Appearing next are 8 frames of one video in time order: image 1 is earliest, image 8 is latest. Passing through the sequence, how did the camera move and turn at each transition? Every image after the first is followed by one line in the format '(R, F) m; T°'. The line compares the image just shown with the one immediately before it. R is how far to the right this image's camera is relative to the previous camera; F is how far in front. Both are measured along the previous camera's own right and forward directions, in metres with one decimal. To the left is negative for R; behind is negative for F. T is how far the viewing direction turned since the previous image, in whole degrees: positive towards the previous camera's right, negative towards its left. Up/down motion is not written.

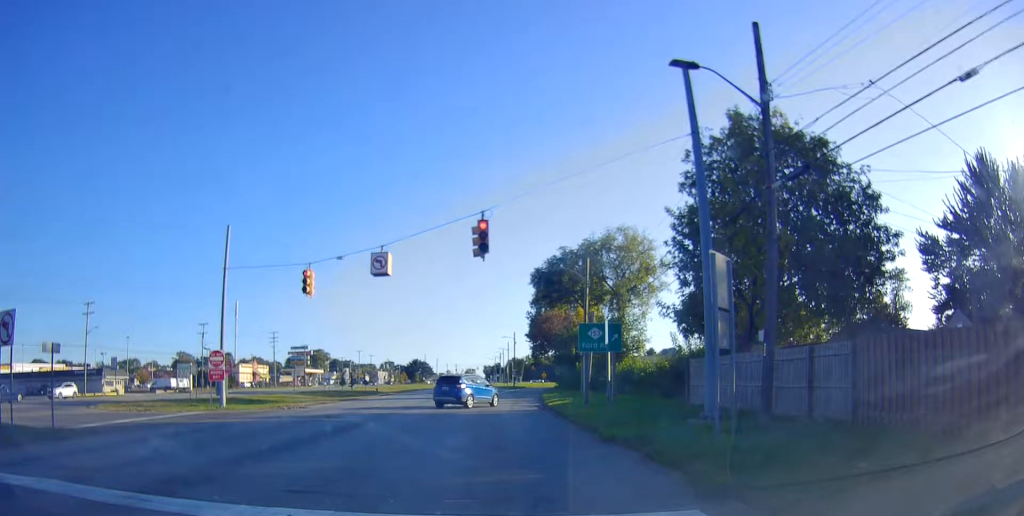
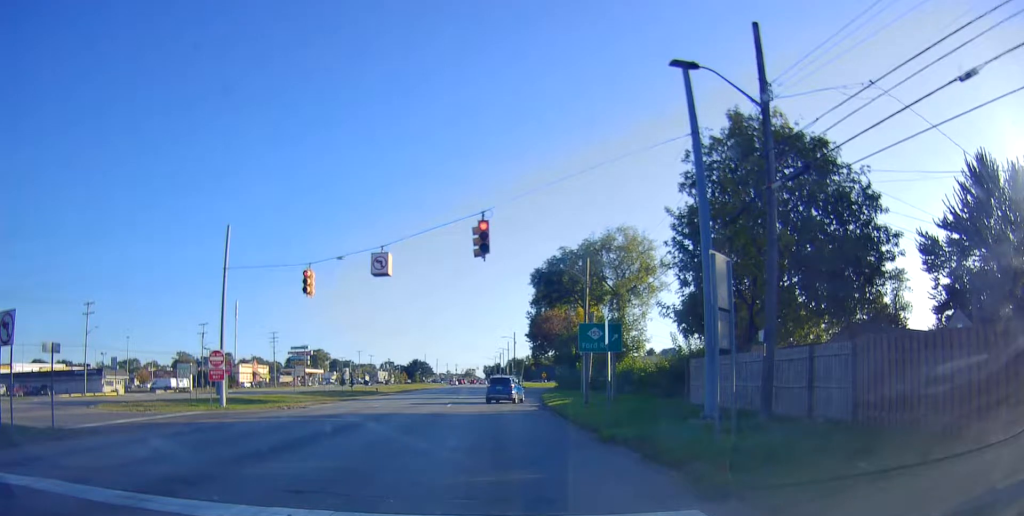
(0.0, 0.0) m; 0°
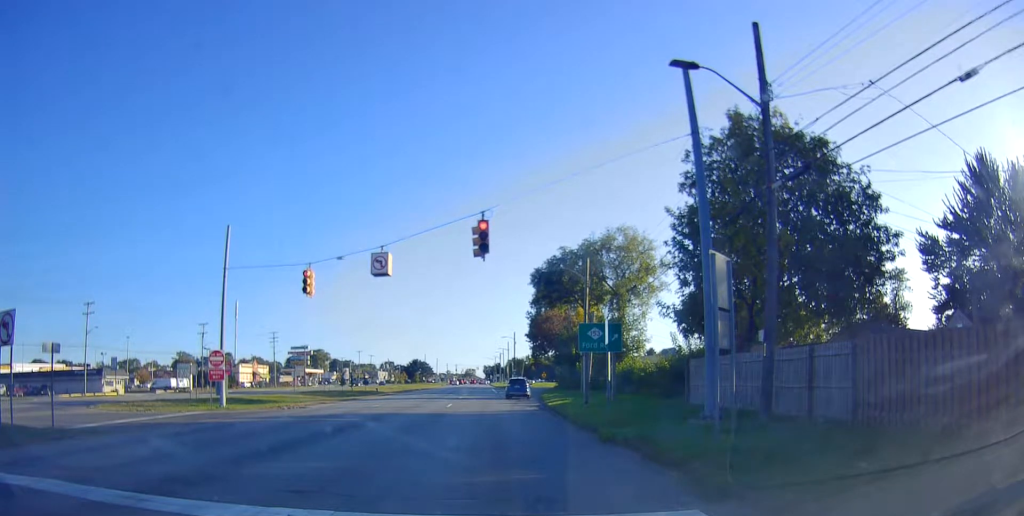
(0.0, 0.0) m; 0°
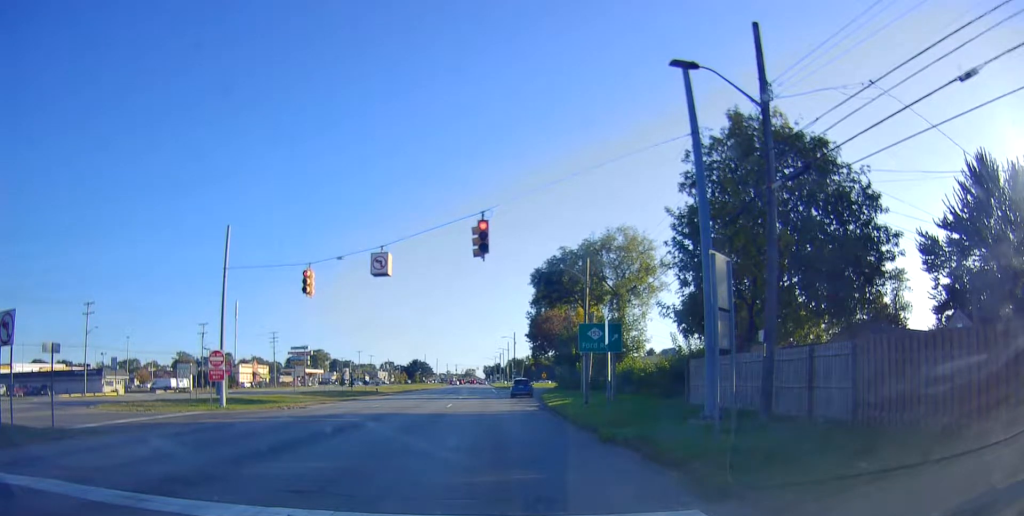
(0.0, 0.0) m; 0°
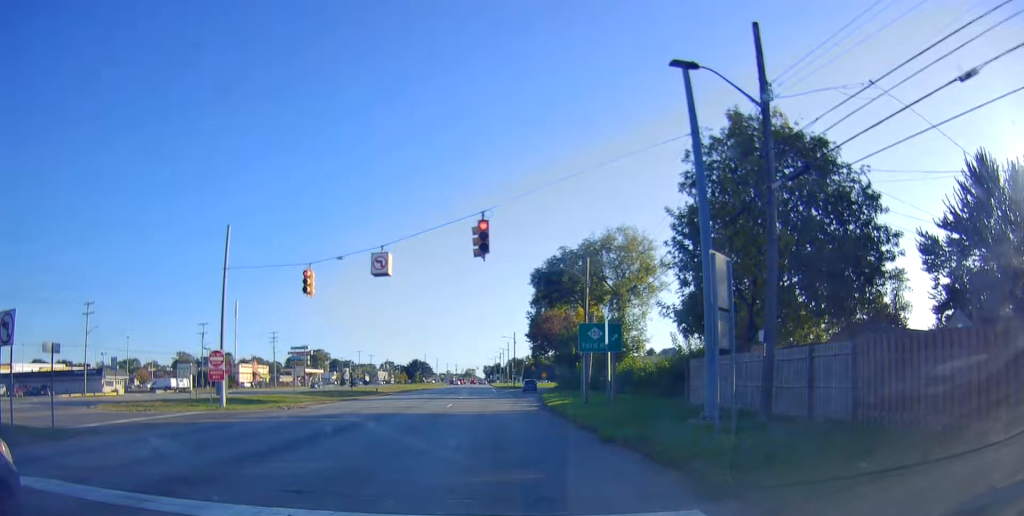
(0.0, 0.0) m; 0°
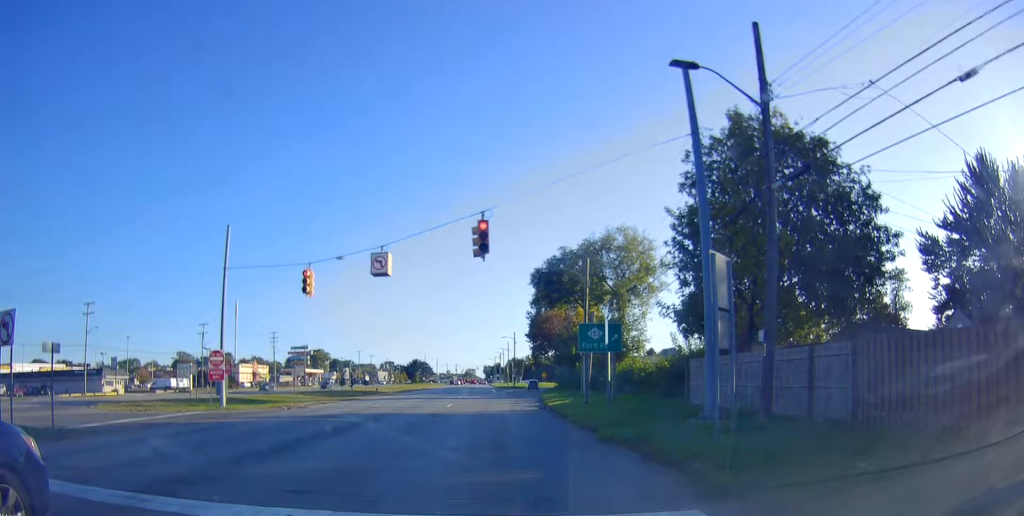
(0.0, 0.0) m; 0°
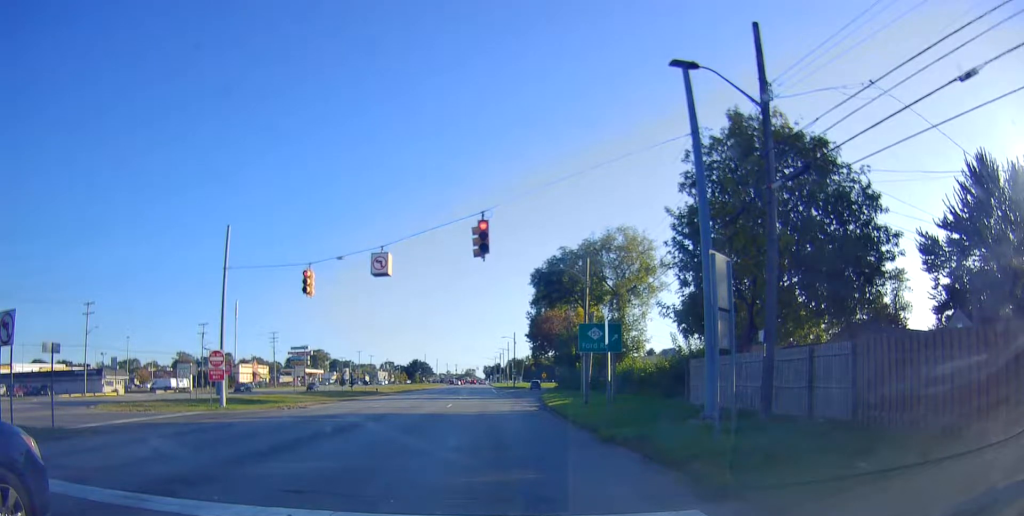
(0.0, 0.0) m; 0°
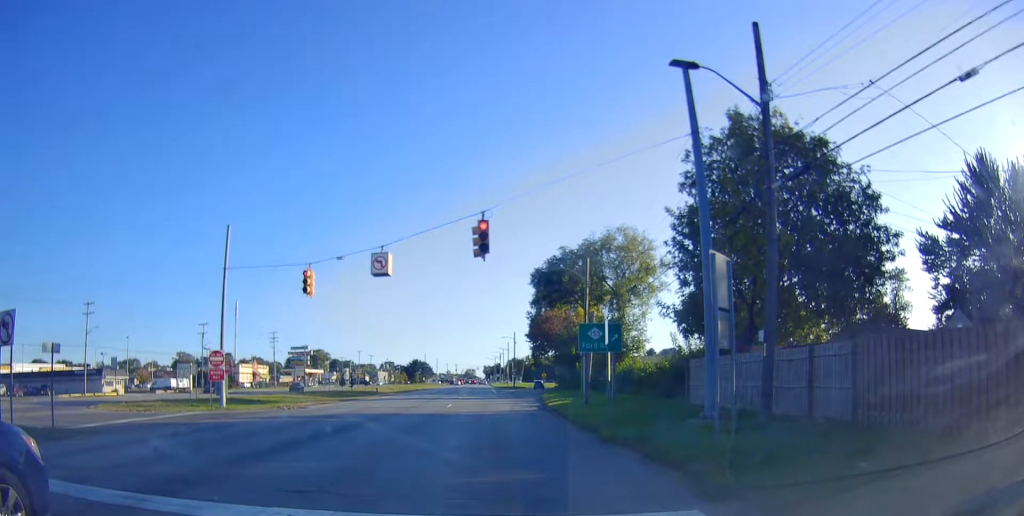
(0.0, 0.0) m; 0°
